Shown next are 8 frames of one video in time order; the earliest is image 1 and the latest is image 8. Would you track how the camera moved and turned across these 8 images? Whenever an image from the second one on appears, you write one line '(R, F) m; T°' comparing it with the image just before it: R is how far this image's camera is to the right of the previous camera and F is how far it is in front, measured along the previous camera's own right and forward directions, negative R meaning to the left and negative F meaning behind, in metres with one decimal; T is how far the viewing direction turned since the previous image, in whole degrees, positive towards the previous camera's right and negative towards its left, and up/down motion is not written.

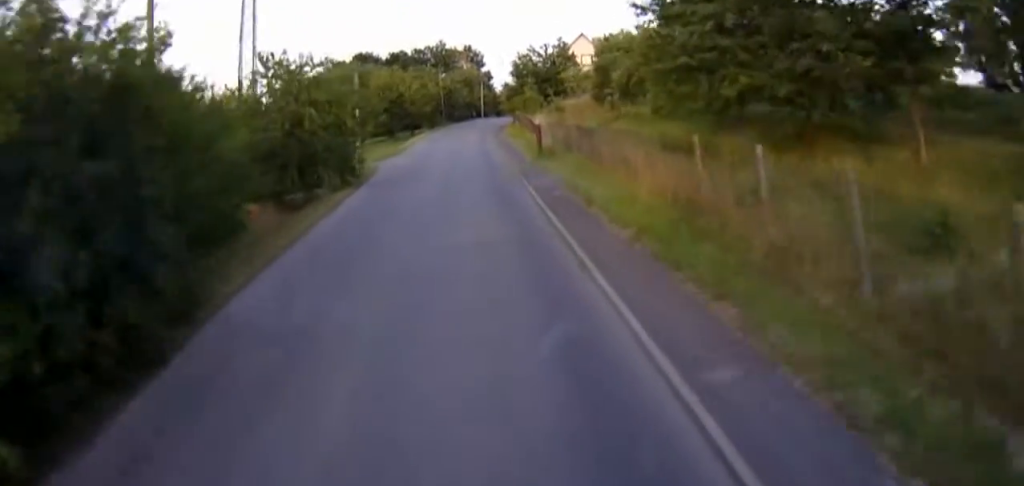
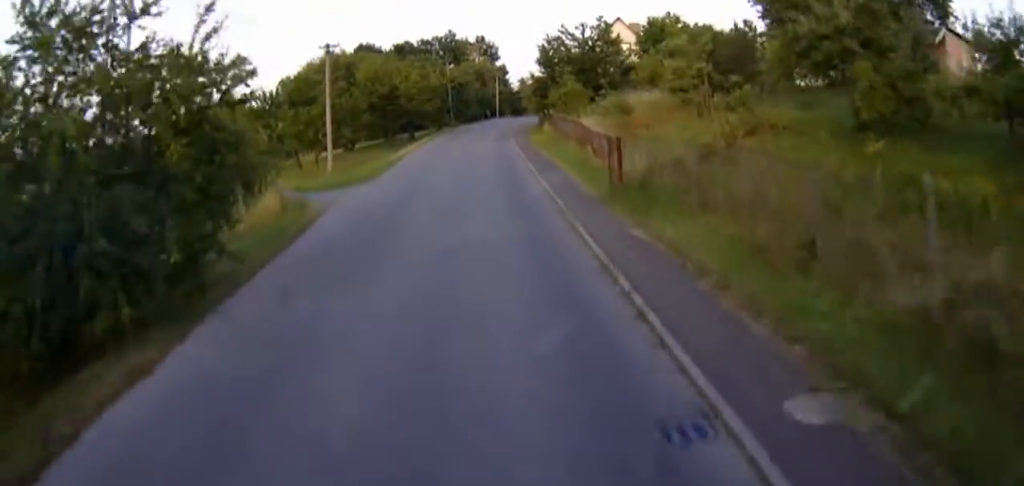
(+1.0, +15.3) m; +5°
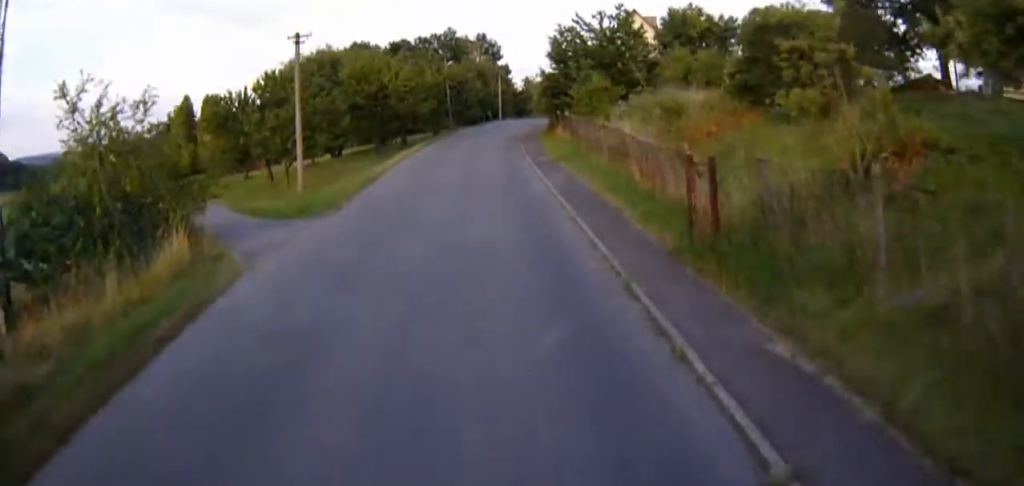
(+0.4, +7.1) m; +1°
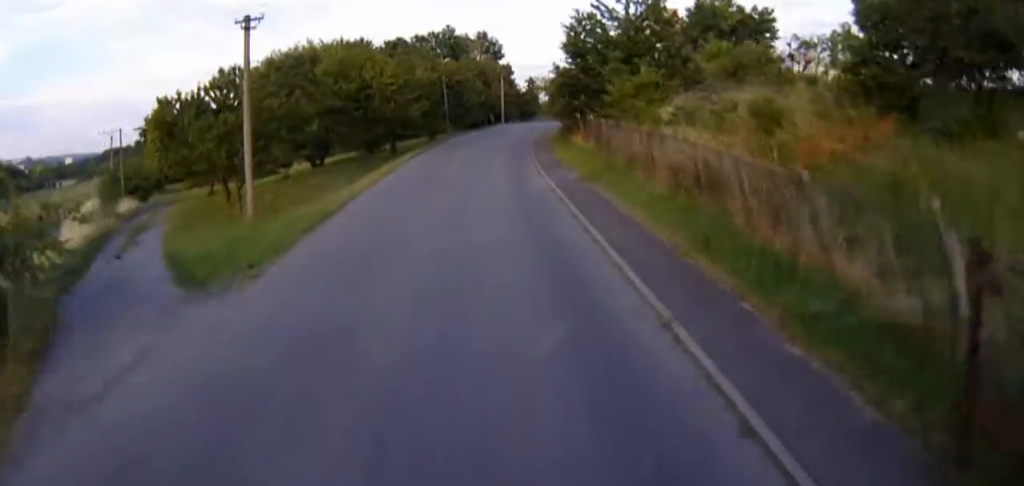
(-0.5, +7.5) m; -2°
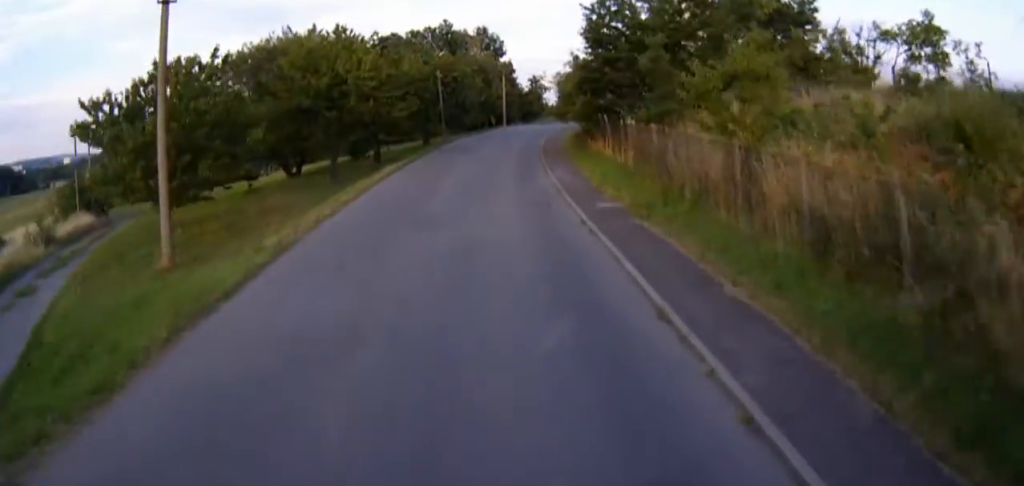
(-0.1, +7.1) m; 0°
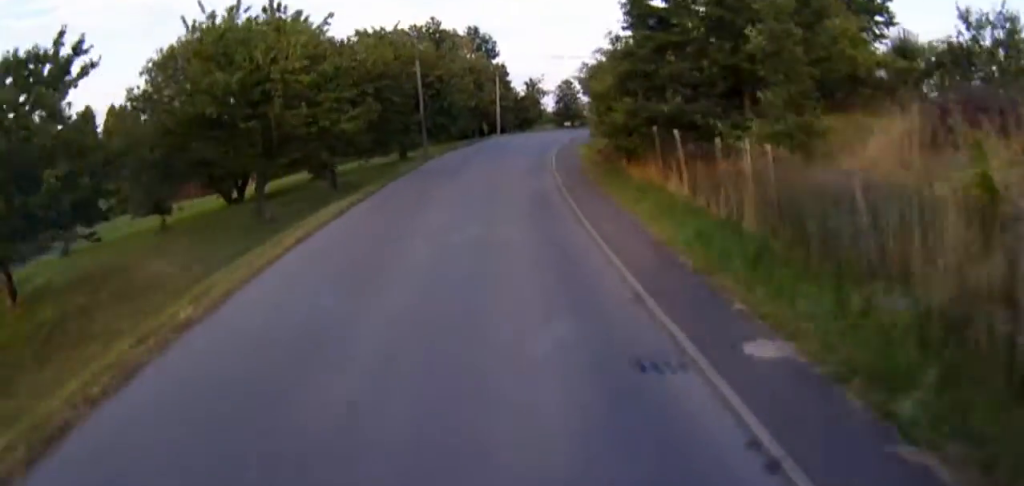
(+0.1, +10.3) m; +2°
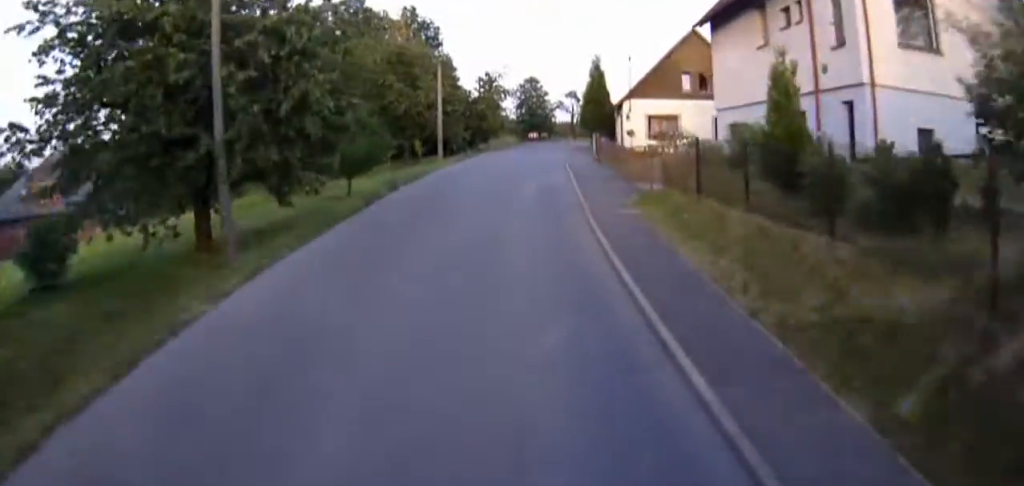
(+0.7, +28.0) m; +4°
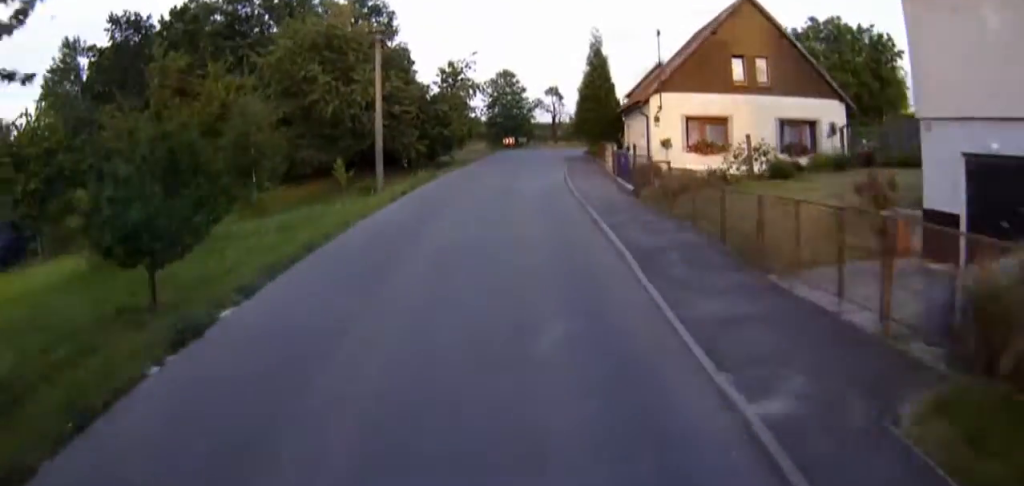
(+0.7, +16.2) m; +6°
